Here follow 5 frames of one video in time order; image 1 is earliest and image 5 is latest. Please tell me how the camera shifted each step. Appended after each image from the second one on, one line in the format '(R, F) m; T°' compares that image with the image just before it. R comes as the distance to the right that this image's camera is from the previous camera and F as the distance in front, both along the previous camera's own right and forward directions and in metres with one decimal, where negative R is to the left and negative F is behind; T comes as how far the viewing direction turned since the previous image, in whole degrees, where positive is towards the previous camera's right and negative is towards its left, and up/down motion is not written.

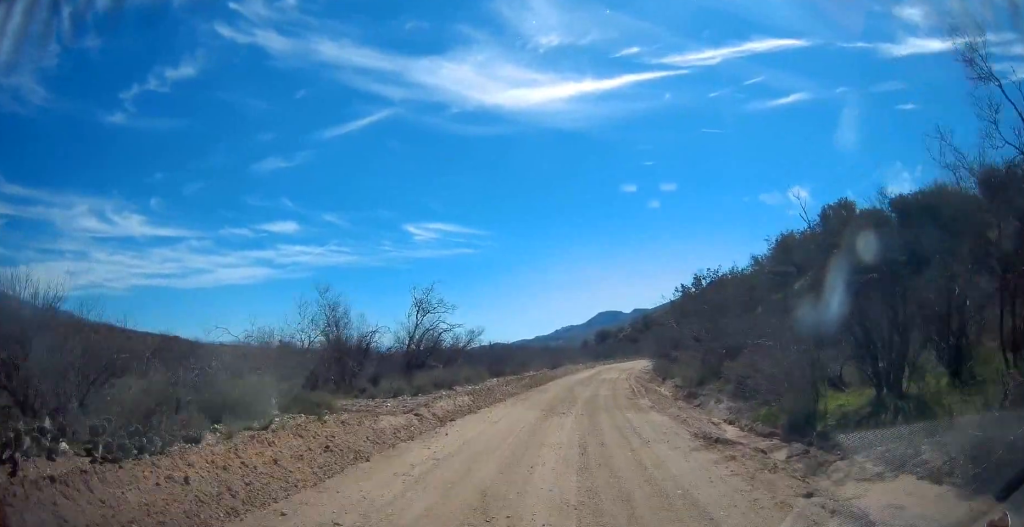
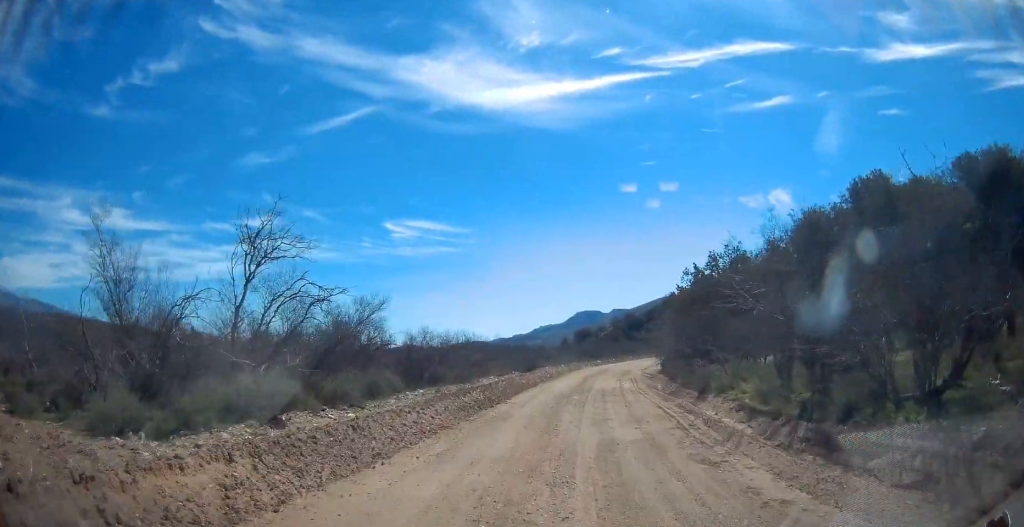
(+0.1, +12.7) m; +1°
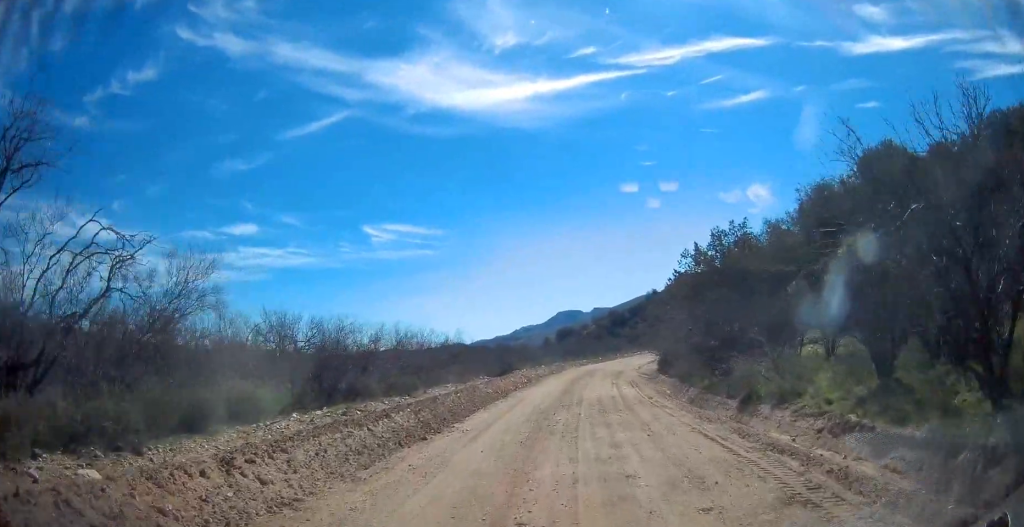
(0.0, +6.7) m; +1°
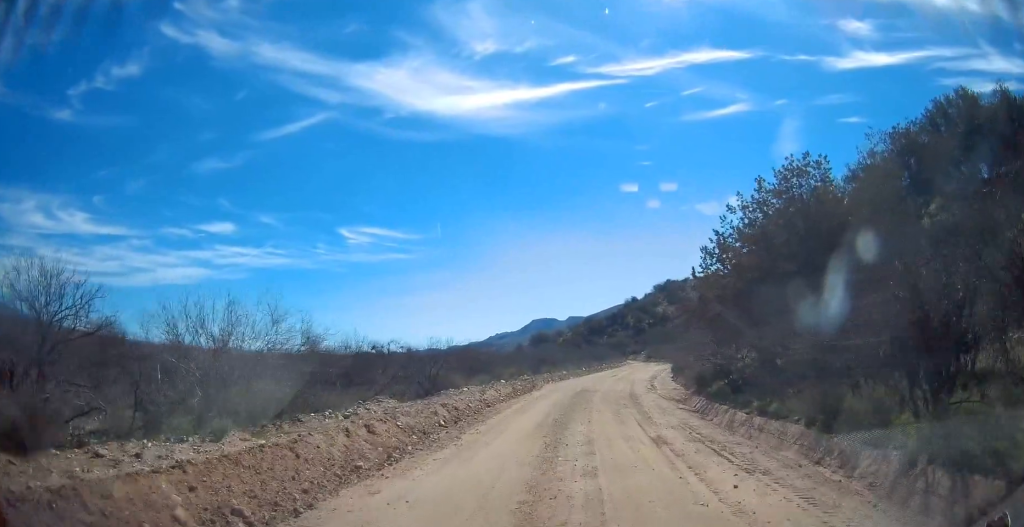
(+1.2, +15.3) m; +8°
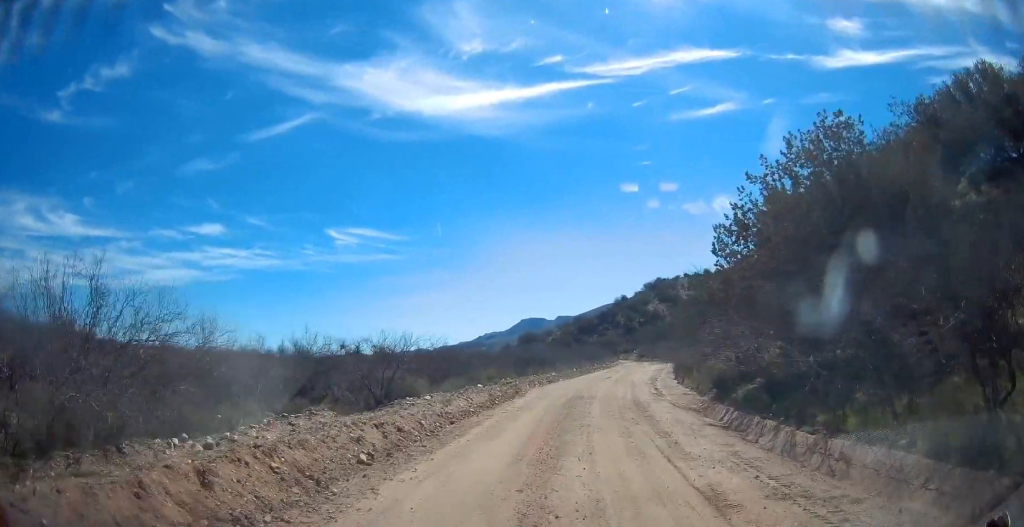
(0.0, +4.3) m; +2°
